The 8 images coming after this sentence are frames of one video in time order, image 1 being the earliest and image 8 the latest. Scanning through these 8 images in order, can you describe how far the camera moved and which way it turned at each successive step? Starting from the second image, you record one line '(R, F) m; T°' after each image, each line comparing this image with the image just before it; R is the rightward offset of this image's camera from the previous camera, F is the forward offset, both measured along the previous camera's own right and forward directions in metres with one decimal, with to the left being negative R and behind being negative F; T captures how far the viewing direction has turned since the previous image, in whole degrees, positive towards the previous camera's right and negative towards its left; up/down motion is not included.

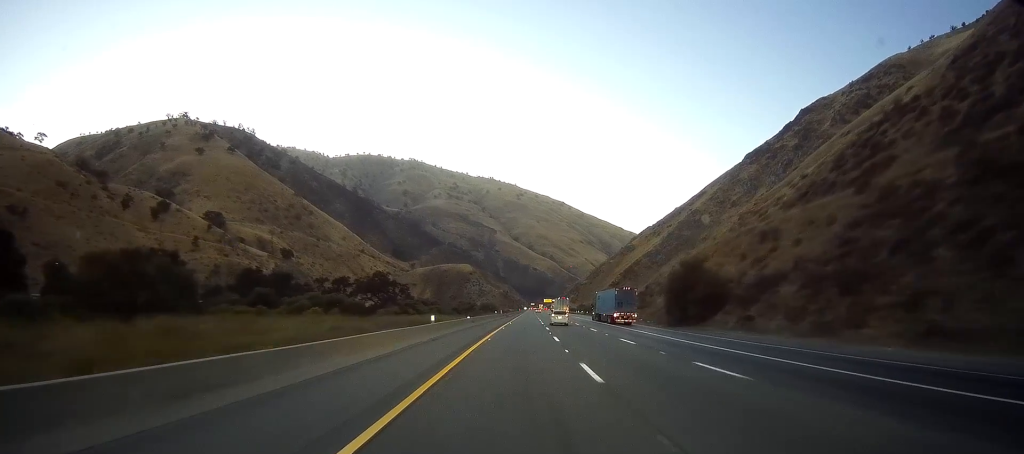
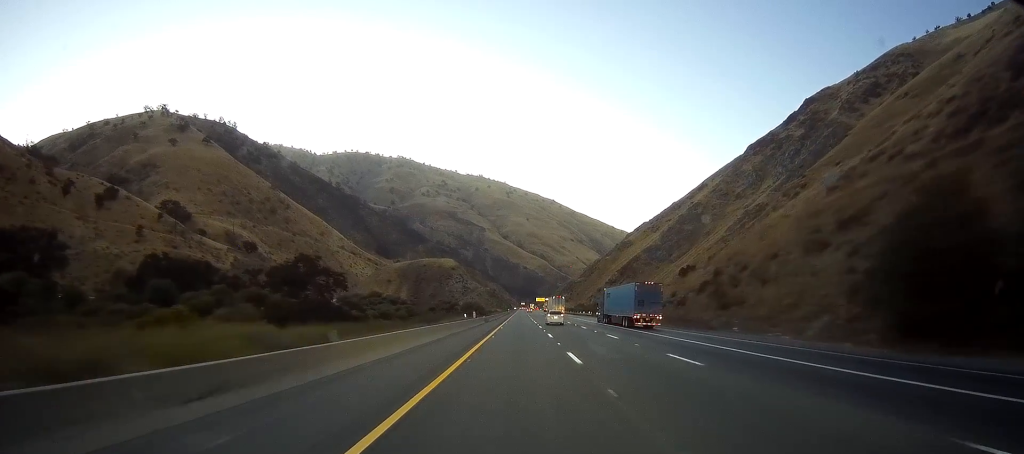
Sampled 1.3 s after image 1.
(+0.3, +40.1) m; +1°
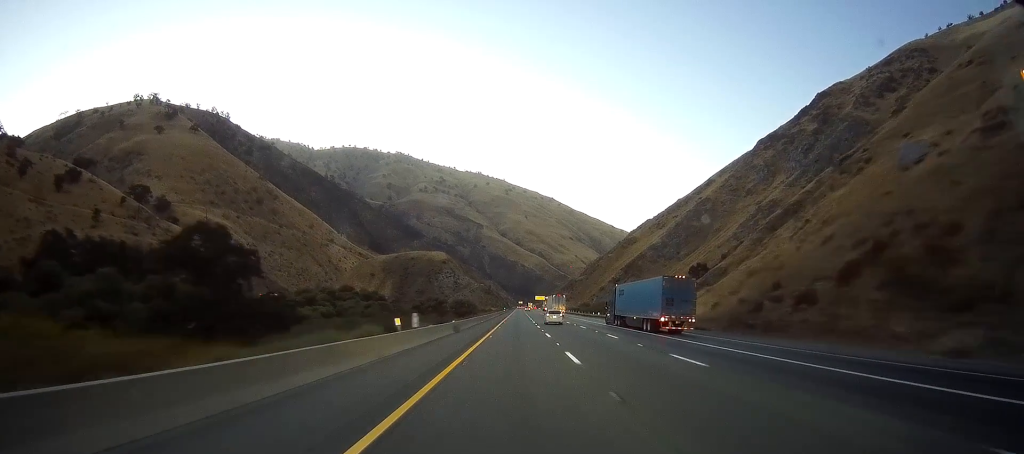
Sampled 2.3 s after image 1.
(+0.3, +29.9) m; +1°
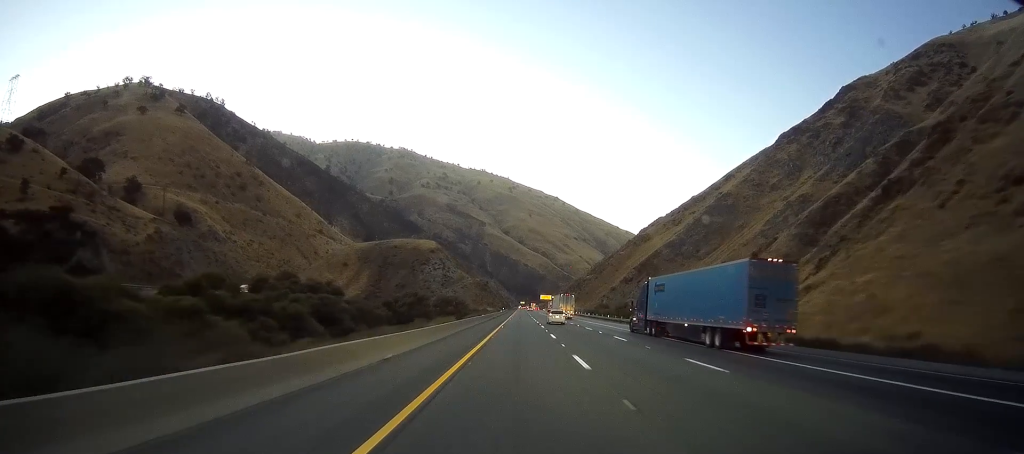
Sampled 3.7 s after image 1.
(-0.2, +45.0) m; -1°
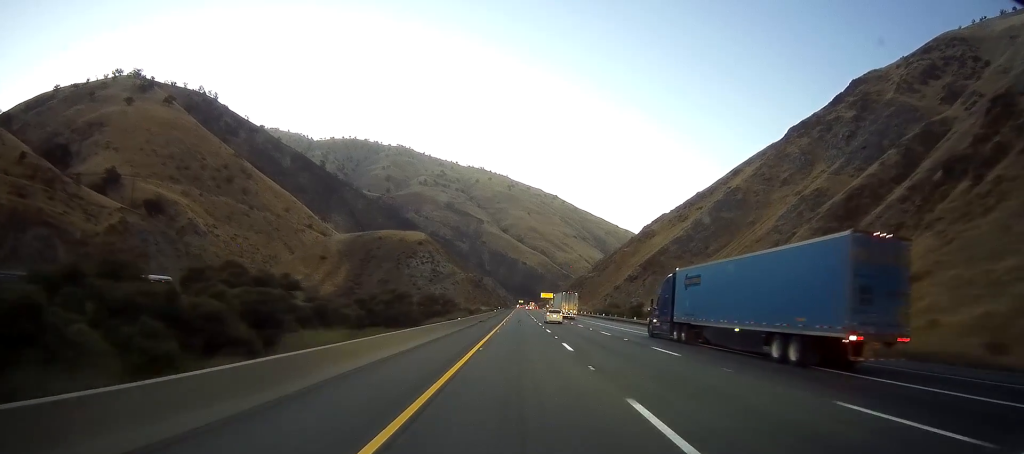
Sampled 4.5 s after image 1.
(-0.3, +24.4) m; 0°
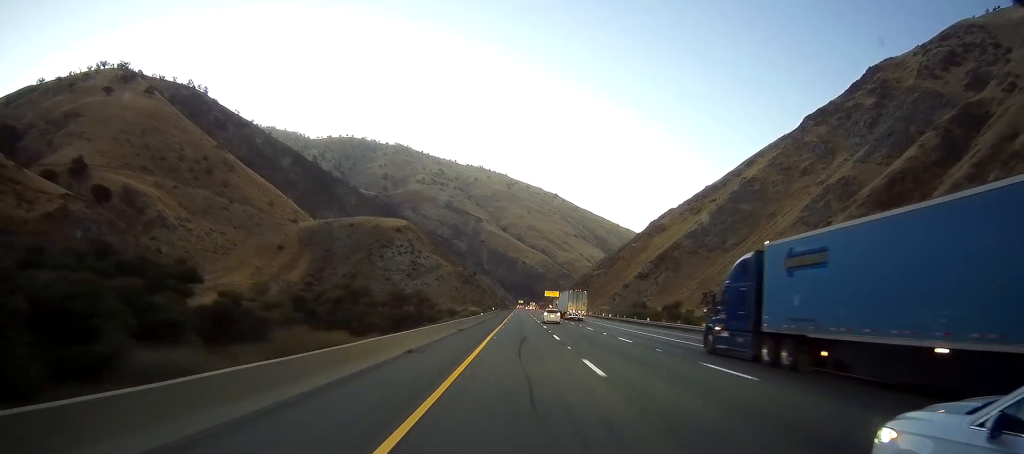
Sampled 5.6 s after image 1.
(+0.5, +36.2) m; 0°
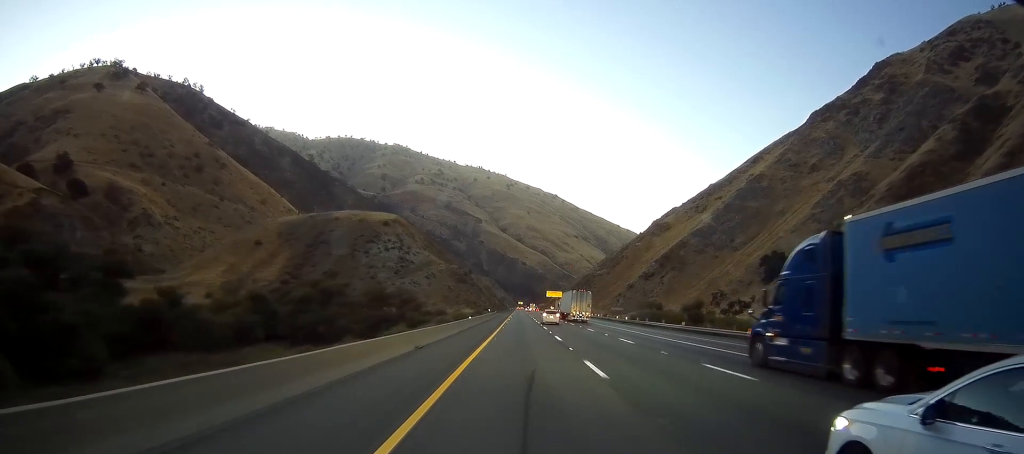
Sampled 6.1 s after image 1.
(0.0, +15.1) m; -1°
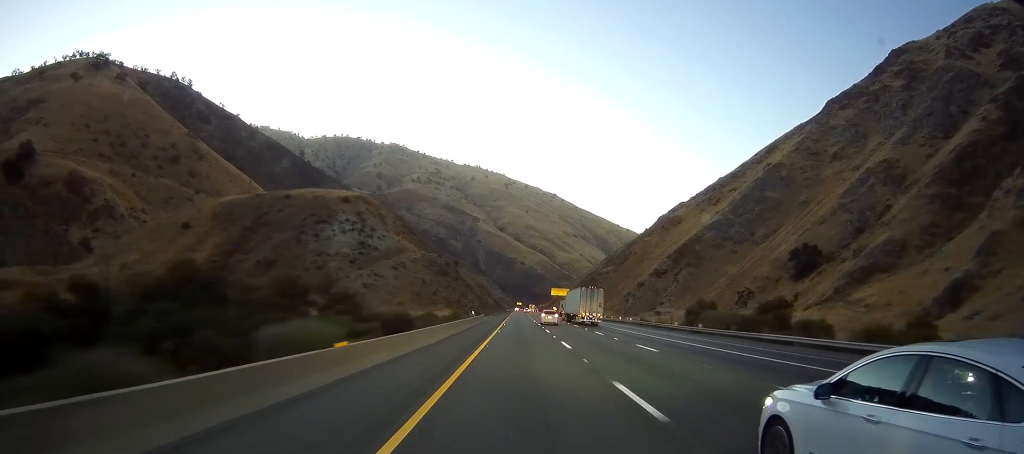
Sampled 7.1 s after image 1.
(-0.5, +34.7) m; 0°
